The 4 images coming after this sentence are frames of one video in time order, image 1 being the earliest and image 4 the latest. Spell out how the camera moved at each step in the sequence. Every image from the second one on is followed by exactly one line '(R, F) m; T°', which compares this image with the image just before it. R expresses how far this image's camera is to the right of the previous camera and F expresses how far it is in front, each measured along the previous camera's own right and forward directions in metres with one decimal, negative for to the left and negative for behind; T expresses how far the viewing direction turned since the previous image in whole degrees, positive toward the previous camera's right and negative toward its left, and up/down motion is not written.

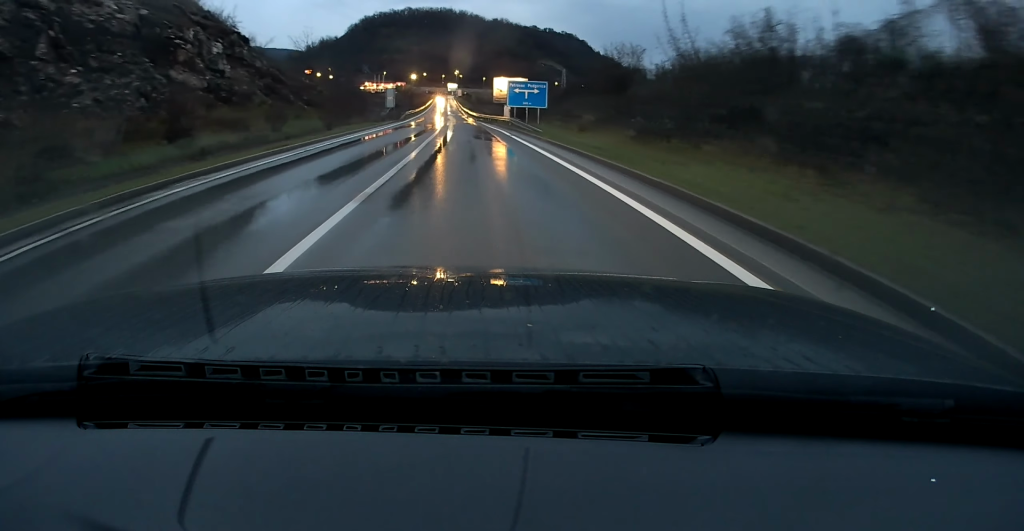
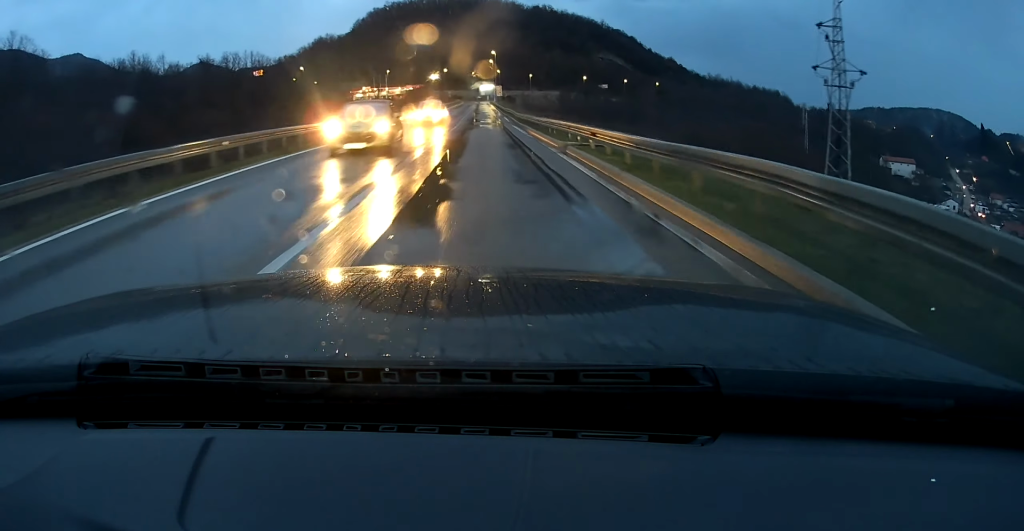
(-6.0, +110.8) m; -4°
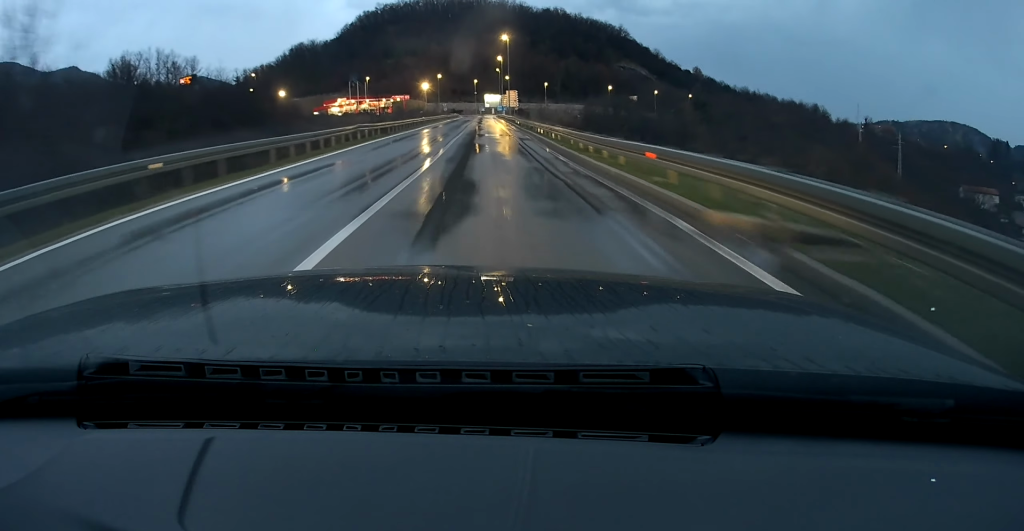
(+0.4, +52.4) m; 0°
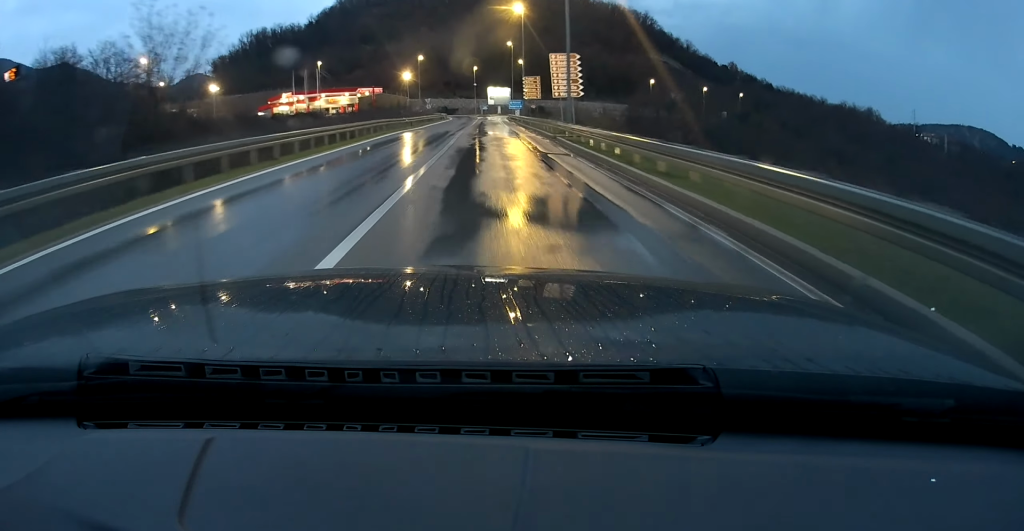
(-0.2, +60.4) m; 0°
